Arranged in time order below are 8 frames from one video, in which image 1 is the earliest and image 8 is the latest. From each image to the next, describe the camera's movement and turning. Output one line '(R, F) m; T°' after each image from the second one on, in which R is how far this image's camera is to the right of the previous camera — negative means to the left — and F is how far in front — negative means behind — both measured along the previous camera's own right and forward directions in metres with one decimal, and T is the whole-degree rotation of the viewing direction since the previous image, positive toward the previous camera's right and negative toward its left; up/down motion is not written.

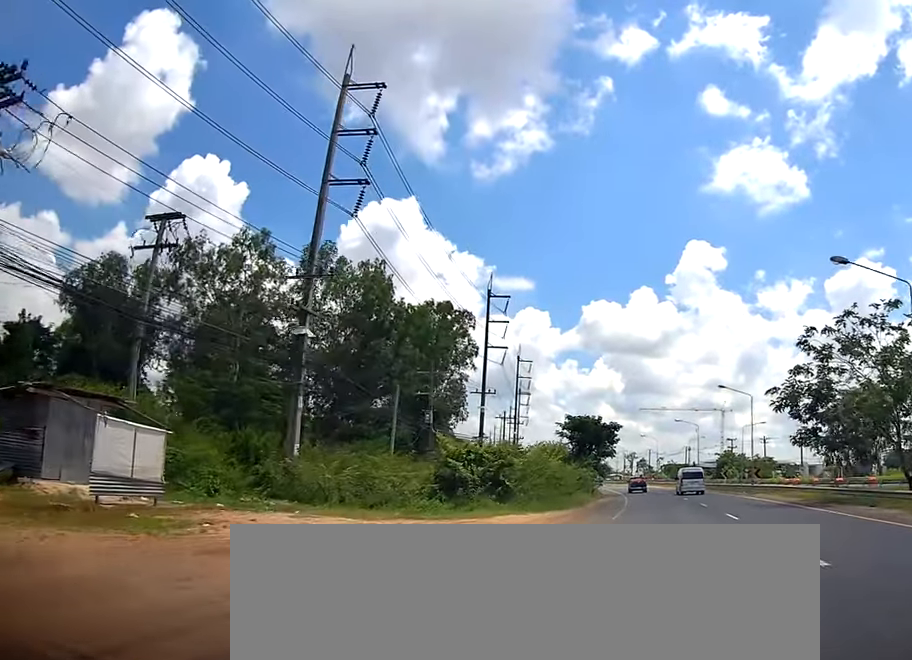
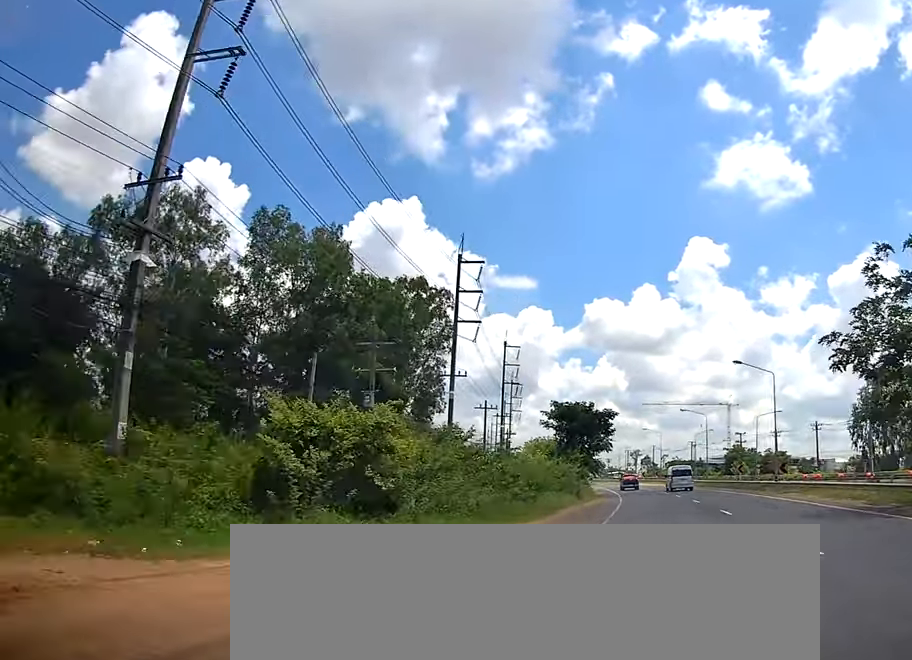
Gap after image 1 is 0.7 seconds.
(0.0, +11.4) m; 0°
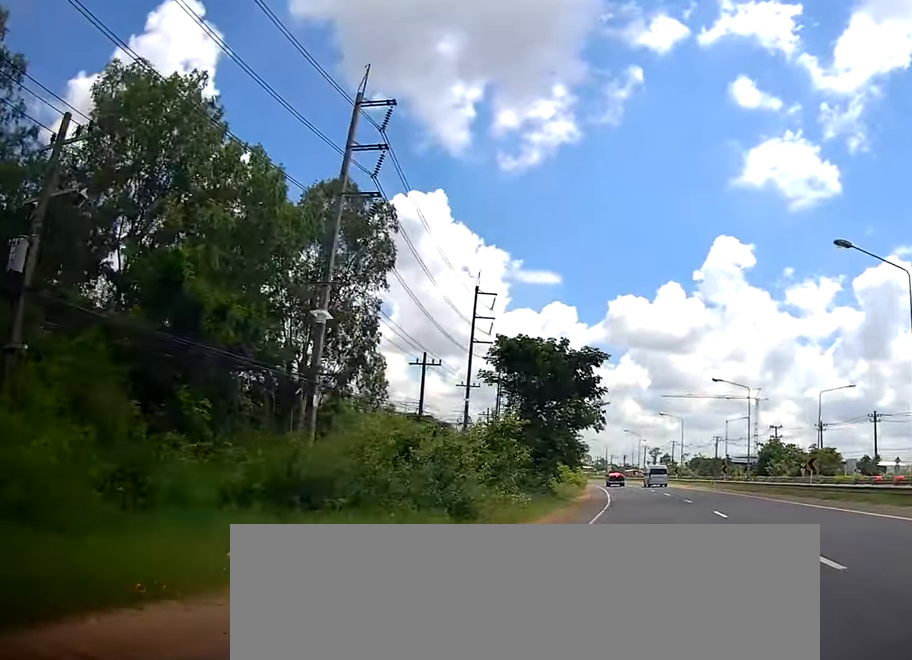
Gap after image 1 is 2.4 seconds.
(0.0, +26.4) m; 0°
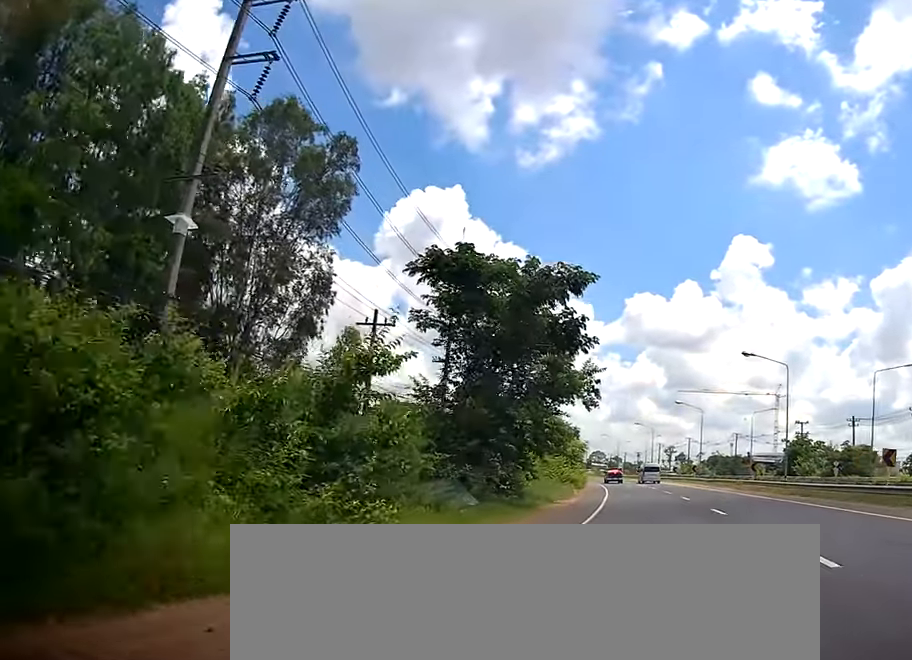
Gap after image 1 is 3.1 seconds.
(0.0, +12.4) m; 0°
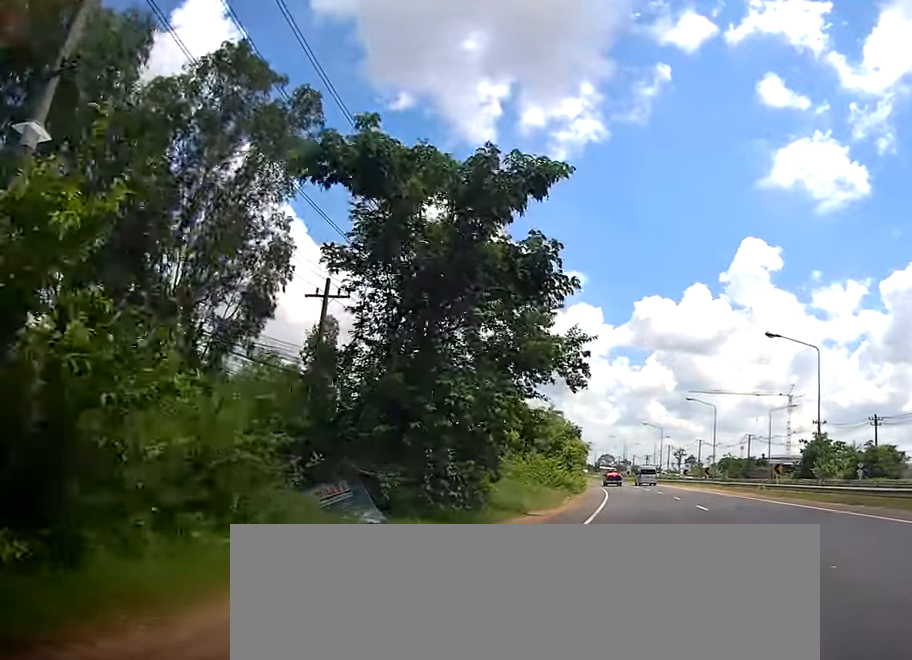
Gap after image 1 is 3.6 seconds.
(0.0, +7.5) m; 0°
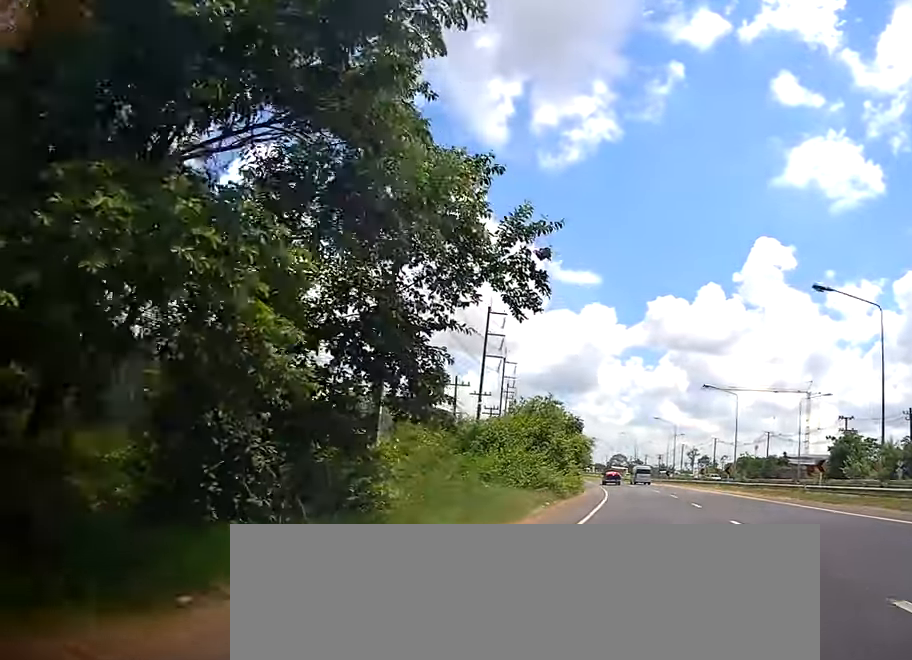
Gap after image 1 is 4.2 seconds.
(0.0, +10.4) m; -1°
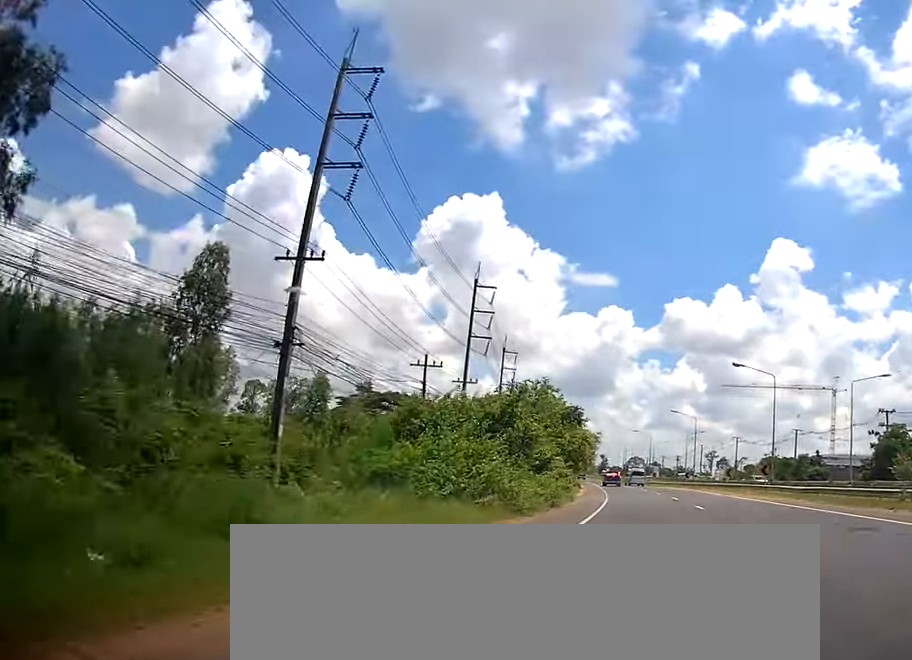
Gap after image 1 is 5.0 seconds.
(-0.1, +13.2) m; -2°
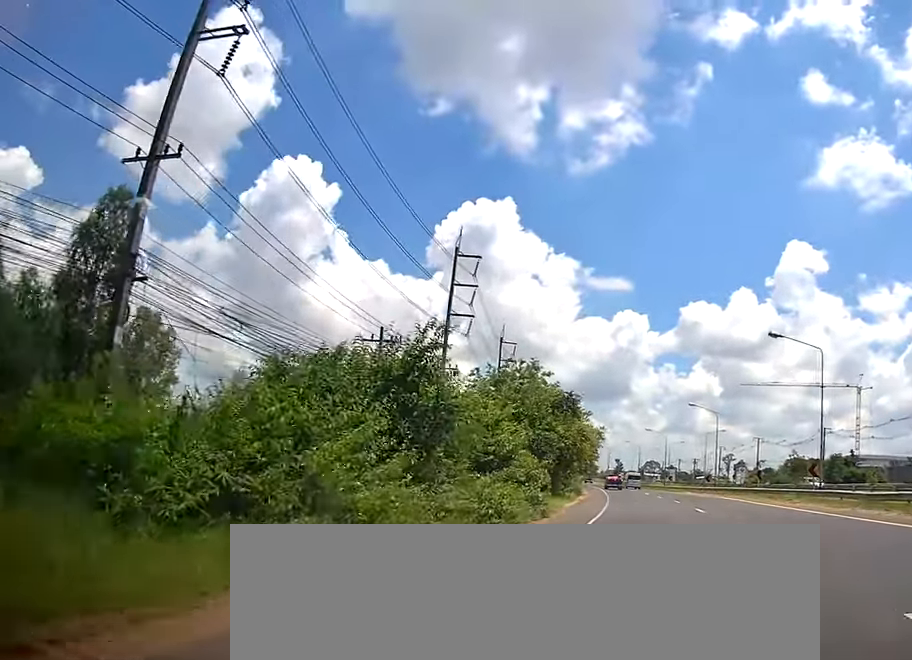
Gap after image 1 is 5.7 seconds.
(-0.5, +11.6) m; -2°
